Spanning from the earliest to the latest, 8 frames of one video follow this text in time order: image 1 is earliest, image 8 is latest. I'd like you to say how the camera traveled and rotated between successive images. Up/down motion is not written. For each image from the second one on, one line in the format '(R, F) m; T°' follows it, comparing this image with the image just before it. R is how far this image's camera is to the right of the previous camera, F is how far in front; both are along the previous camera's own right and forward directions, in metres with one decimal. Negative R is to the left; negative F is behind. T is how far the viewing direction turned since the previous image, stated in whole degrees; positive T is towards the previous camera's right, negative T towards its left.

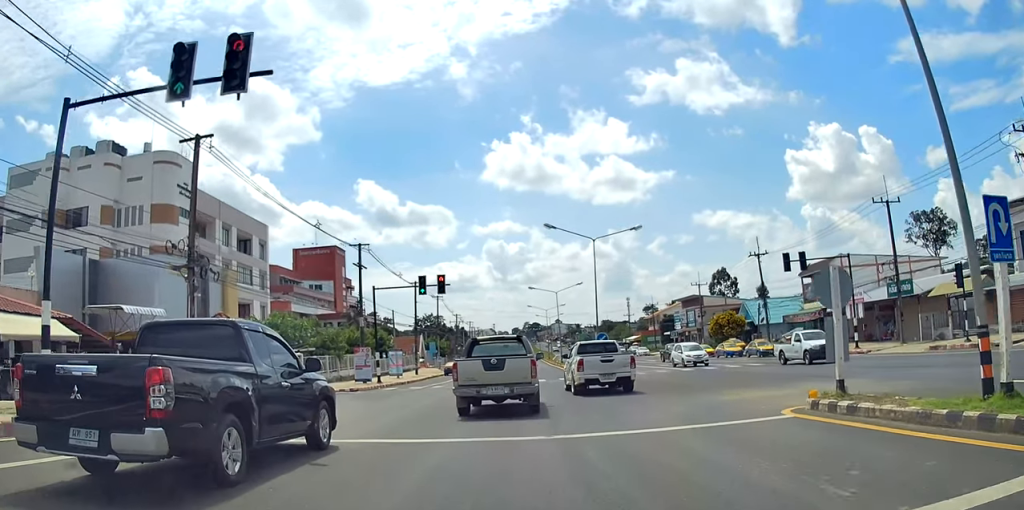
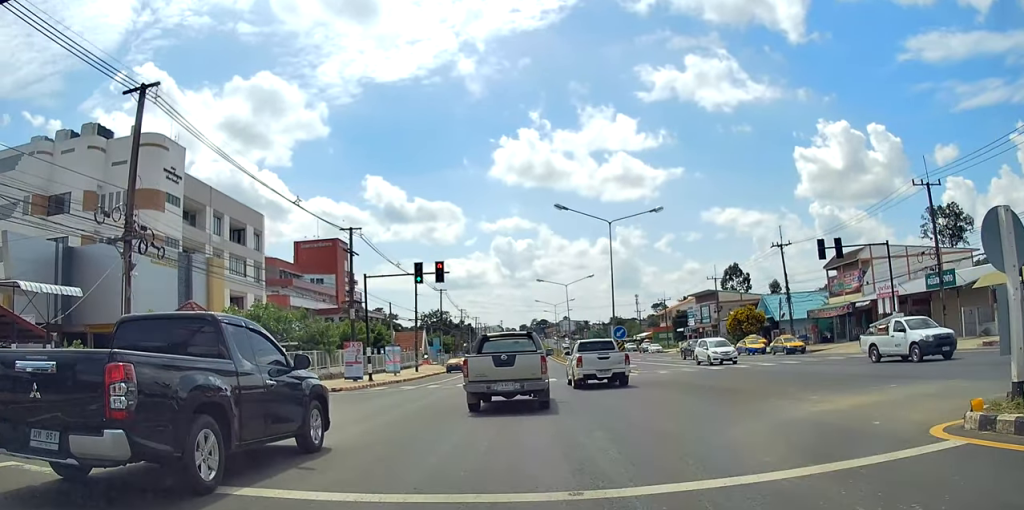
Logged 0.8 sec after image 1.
(-0.1, +4.3) m; -2°
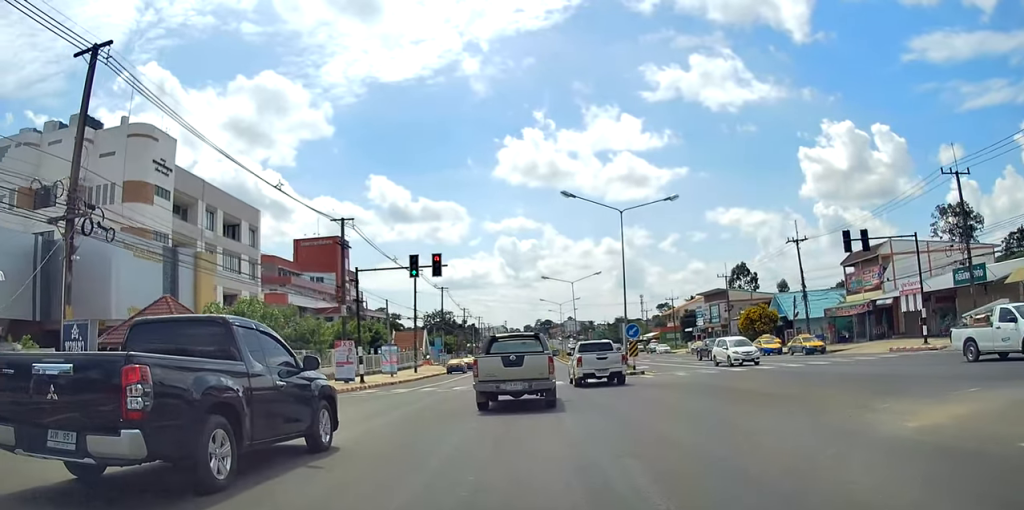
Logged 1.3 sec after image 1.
(0.0, +2.9) m; -1°
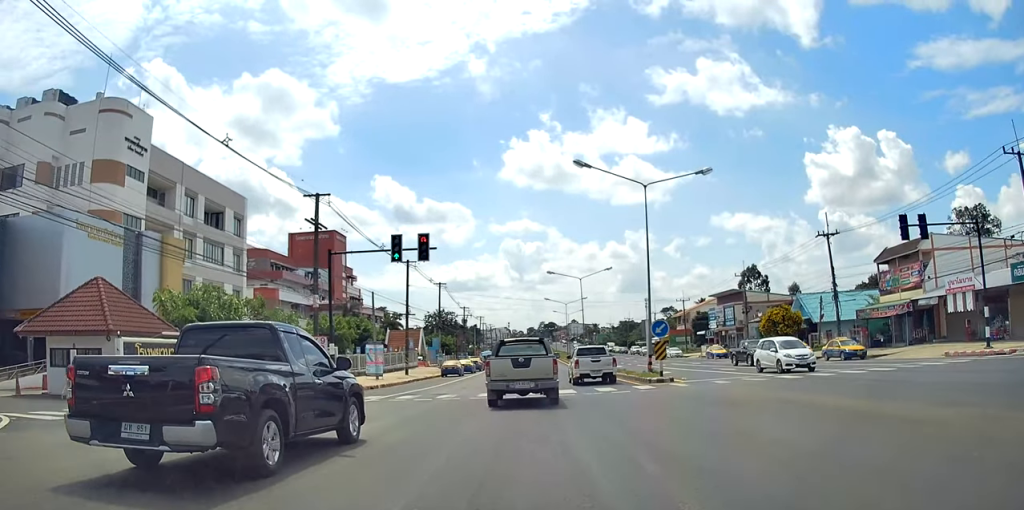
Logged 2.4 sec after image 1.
(0.0, +6.4) m; +1°
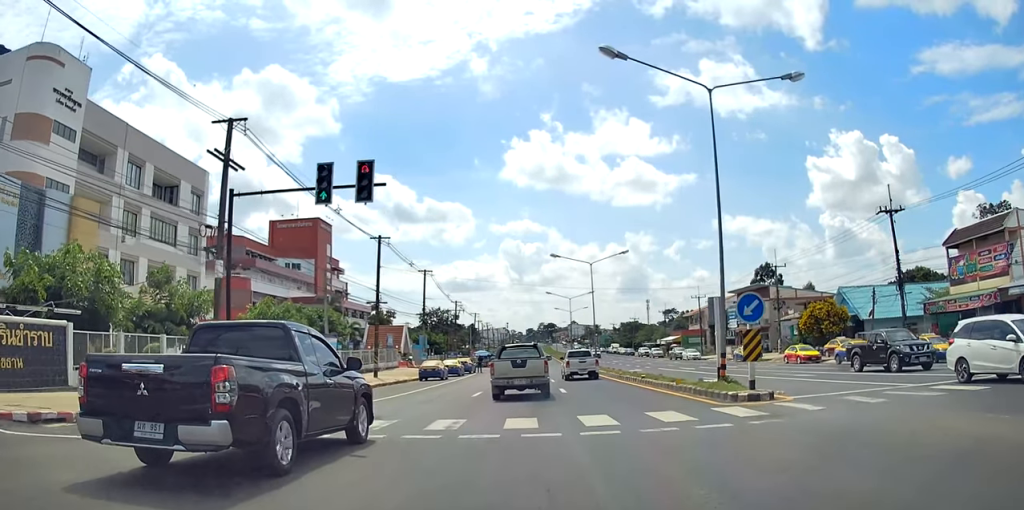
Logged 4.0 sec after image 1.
(+0.2, +11.8) m; +2°
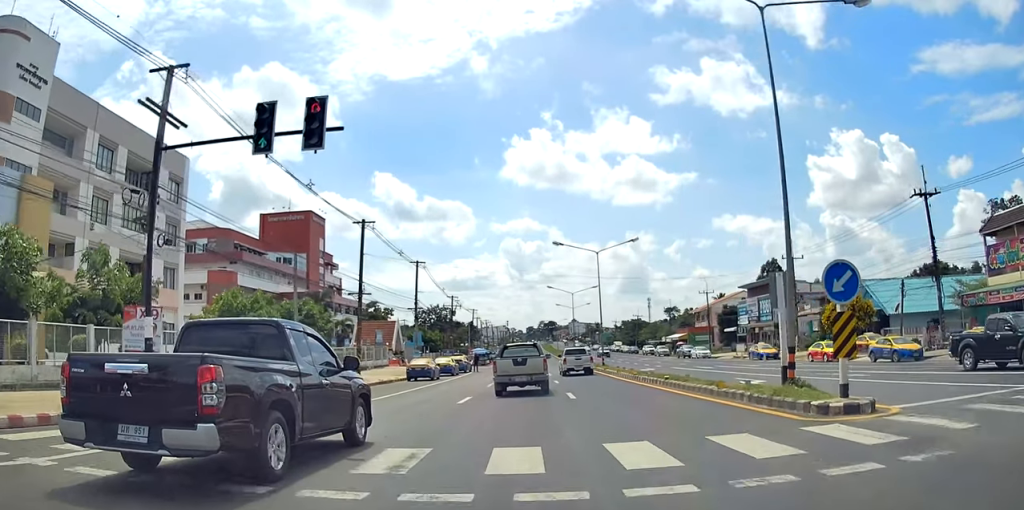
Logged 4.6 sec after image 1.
(-0.1, +4.8) m; +1°
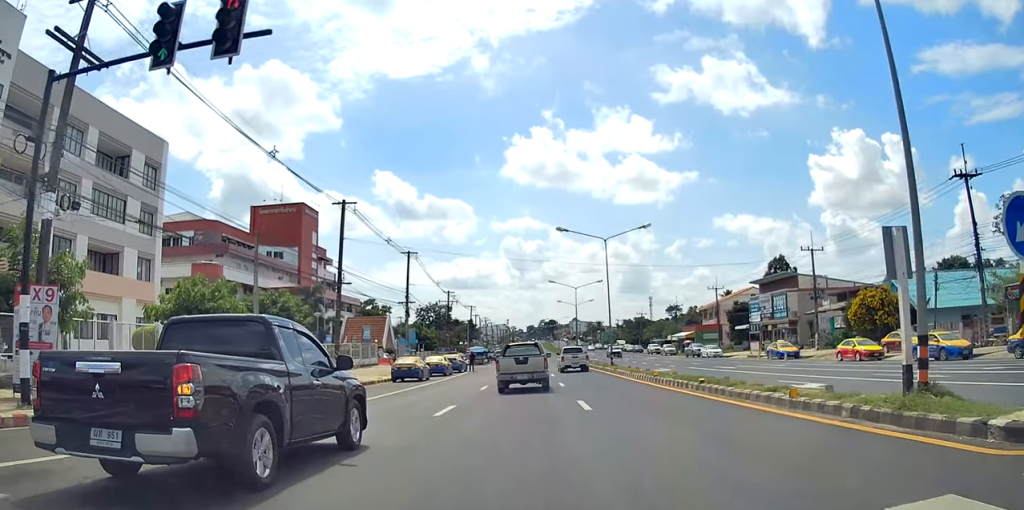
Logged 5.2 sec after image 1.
(+0.2, +5.2) m; 0°
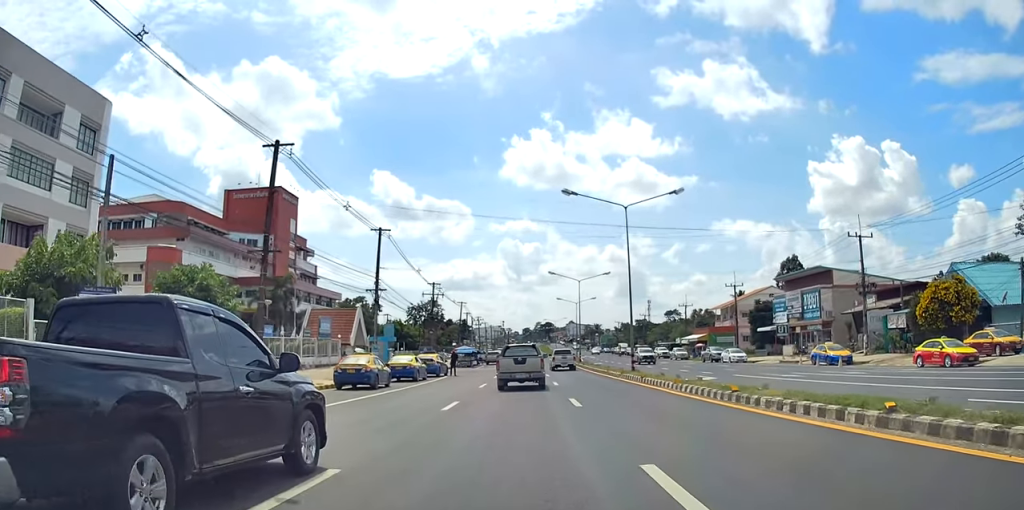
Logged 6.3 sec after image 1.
(-0.2, +10.7) m; -2°
